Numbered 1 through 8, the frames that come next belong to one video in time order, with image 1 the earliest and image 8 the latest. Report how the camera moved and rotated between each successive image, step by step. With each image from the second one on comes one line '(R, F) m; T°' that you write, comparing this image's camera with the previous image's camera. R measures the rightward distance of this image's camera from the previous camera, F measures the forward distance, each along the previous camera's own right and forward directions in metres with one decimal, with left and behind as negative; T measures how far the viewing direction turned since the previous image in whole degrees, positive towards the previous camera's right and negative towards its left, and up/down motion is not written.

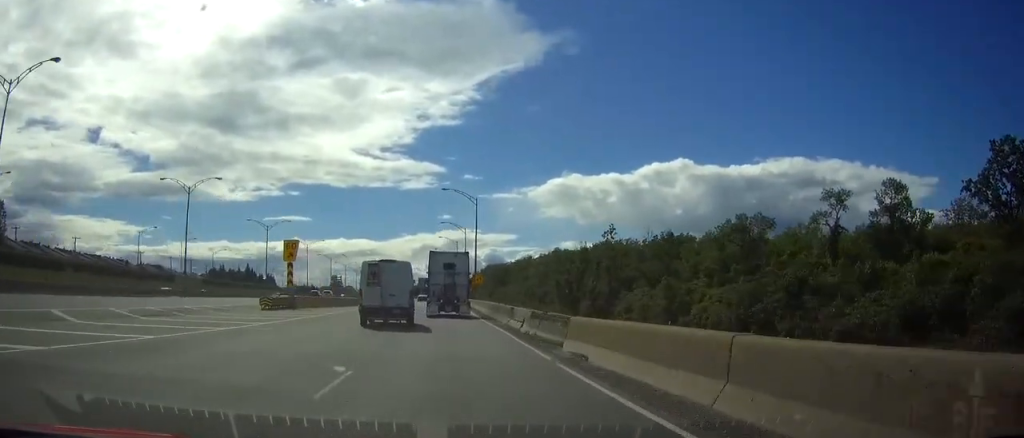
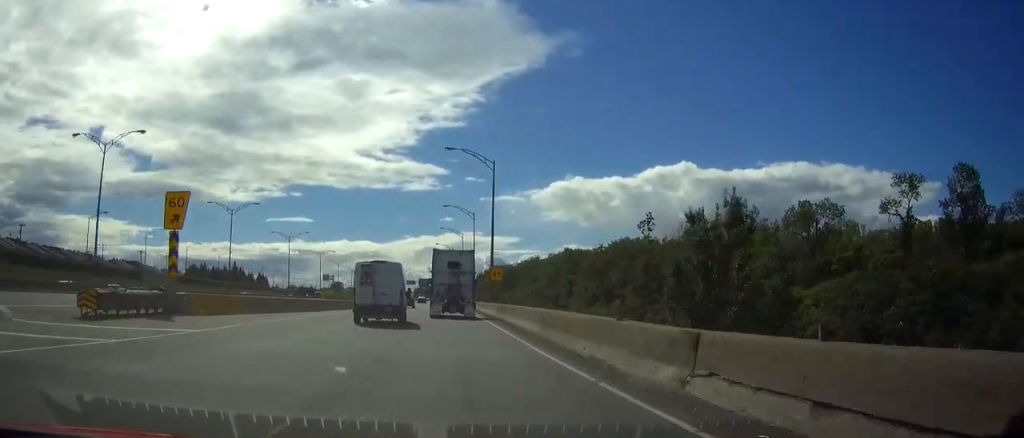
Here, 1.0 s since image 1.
(+0.4, +22.1) m; +1°
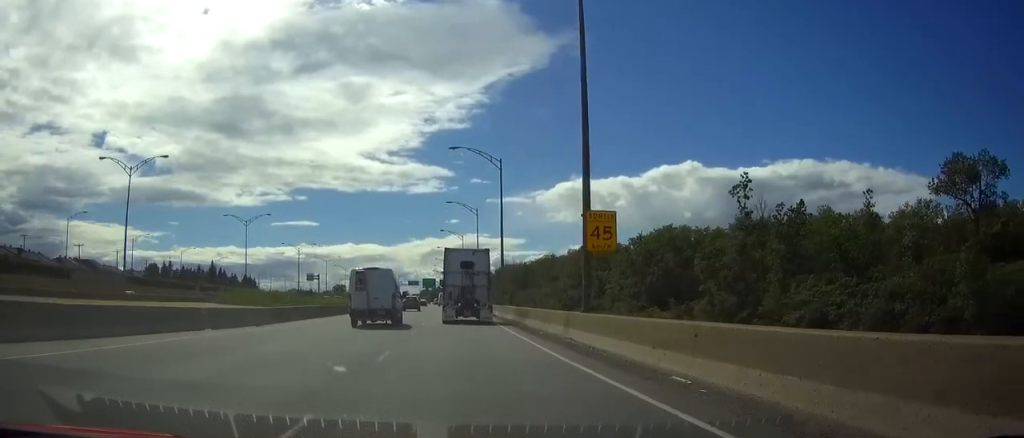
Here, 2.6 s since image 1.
(-0.2, +35.7) m; -1°
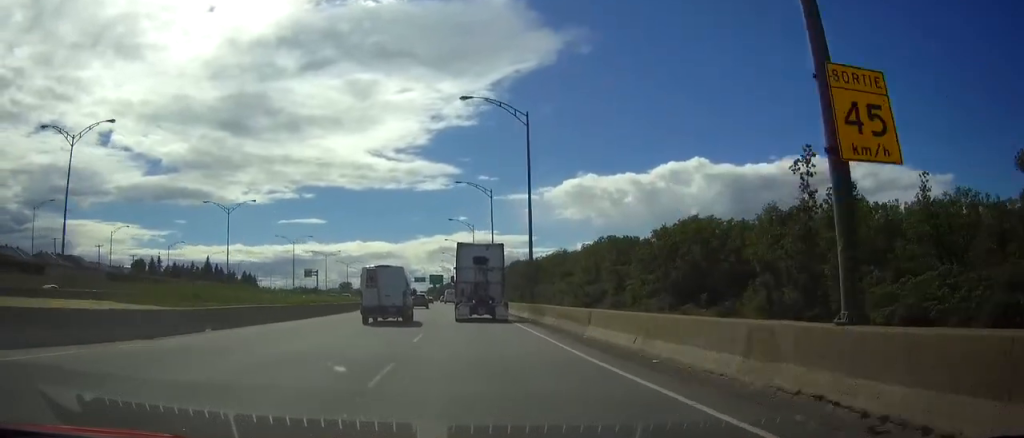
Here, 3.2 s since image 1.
(0.0, +13.0) m; 0°
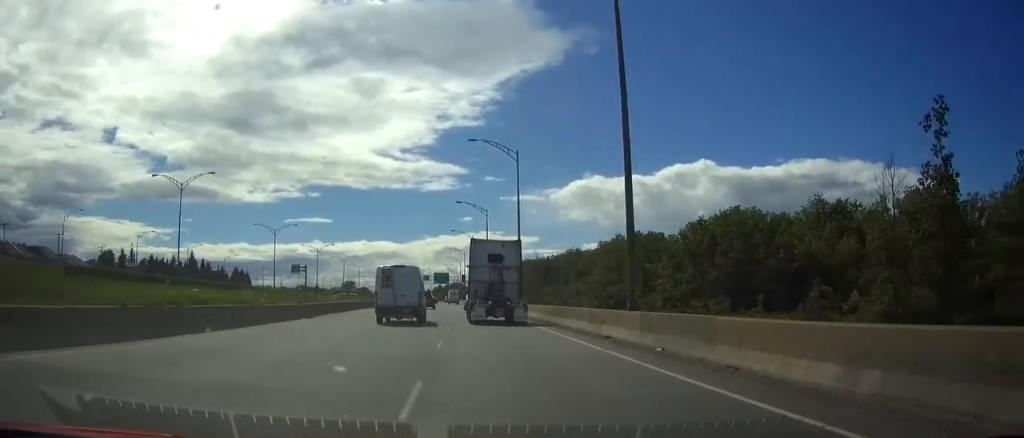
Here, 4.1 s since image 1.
(0.0, +20.4) m; -1°
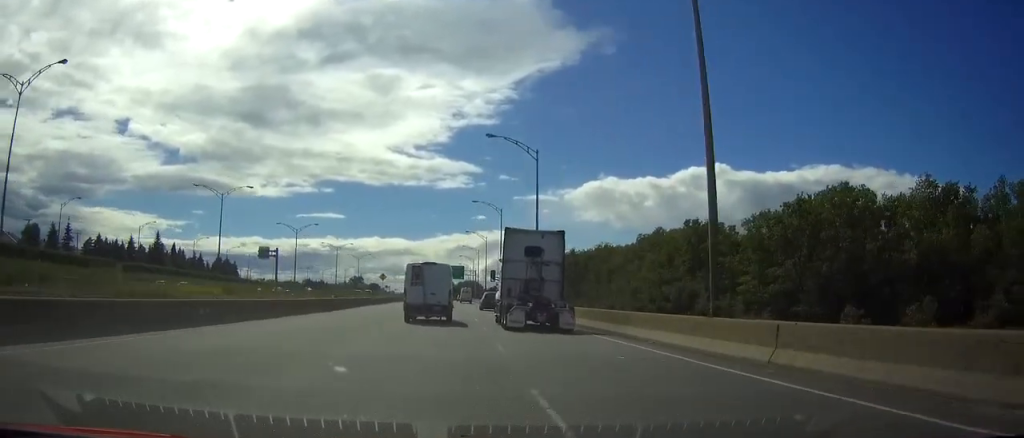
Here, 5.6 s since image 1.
(-0.3, +36.6) m; -1°
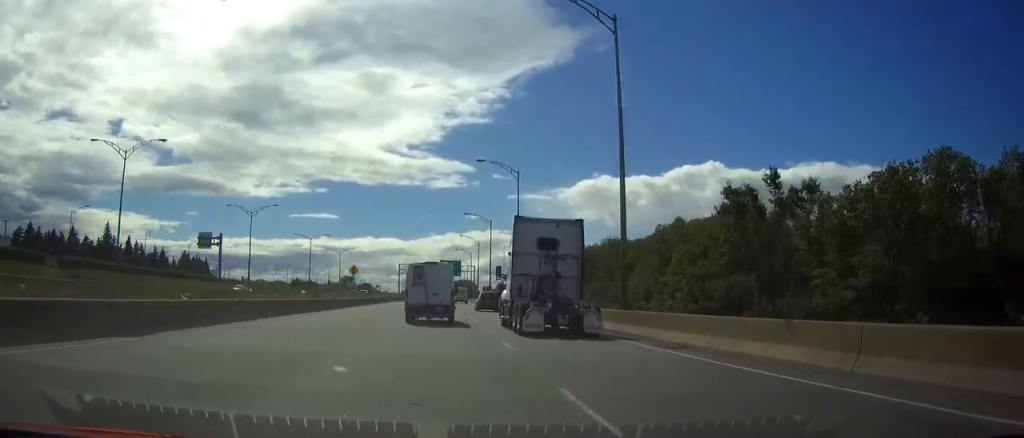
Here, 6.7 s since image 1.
(-0.1, +27.3) m; 0°
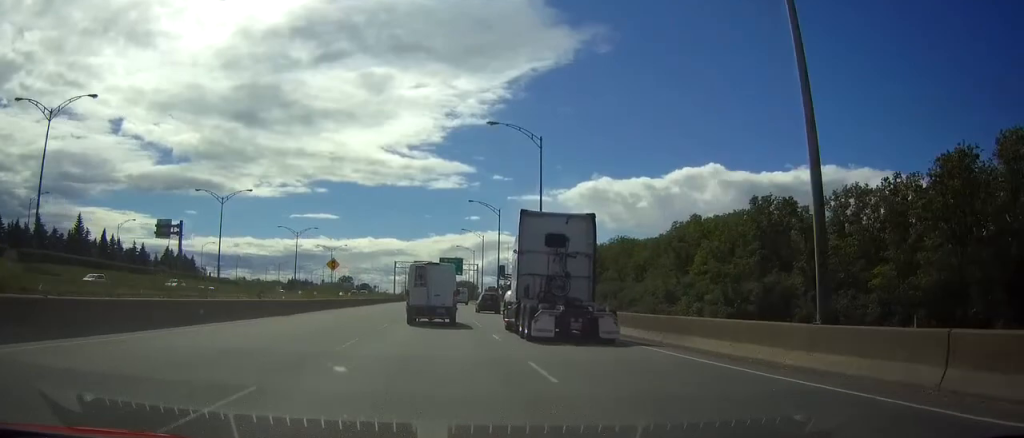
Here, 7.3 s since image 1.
(-0.1, +14.5) m; 0°
